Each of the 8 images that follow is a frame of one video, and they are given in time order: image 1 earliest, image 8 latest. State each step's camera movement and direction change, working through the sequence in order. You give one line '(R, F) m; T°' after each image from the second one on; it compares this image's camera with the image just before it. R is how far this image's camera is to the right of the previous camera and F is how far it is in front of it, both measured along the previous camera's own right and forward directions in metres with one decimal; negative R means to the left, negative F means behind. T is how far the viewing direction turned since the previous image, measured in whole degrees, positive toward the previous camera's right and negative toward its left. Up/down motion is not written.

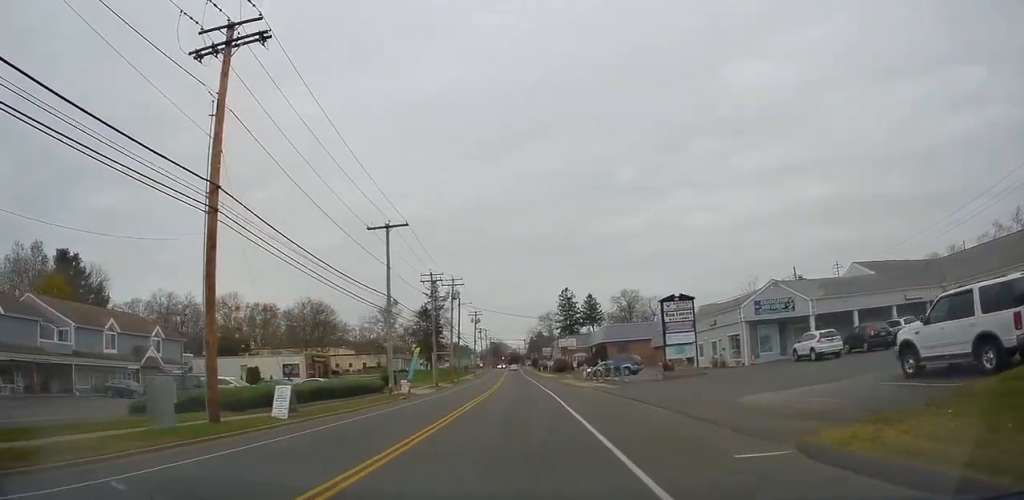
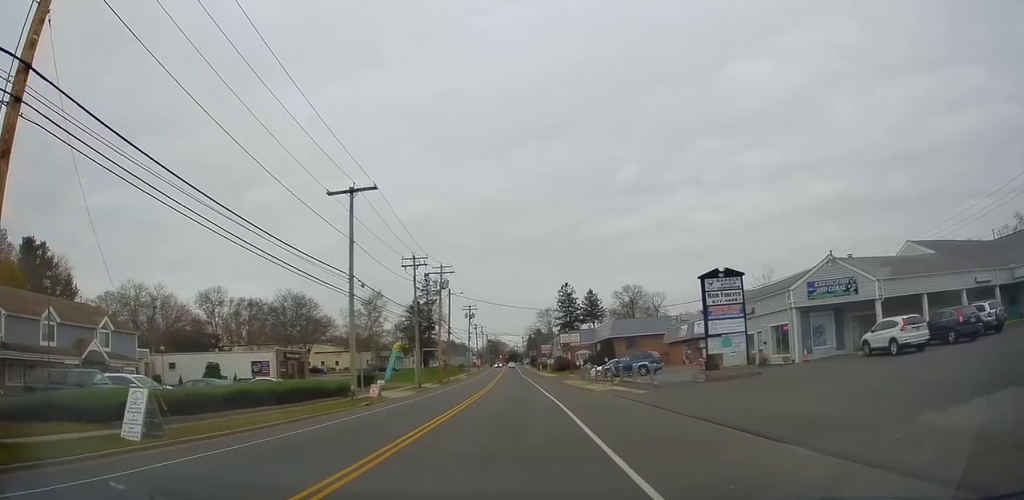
(-0.2, +8.6) m; -2°
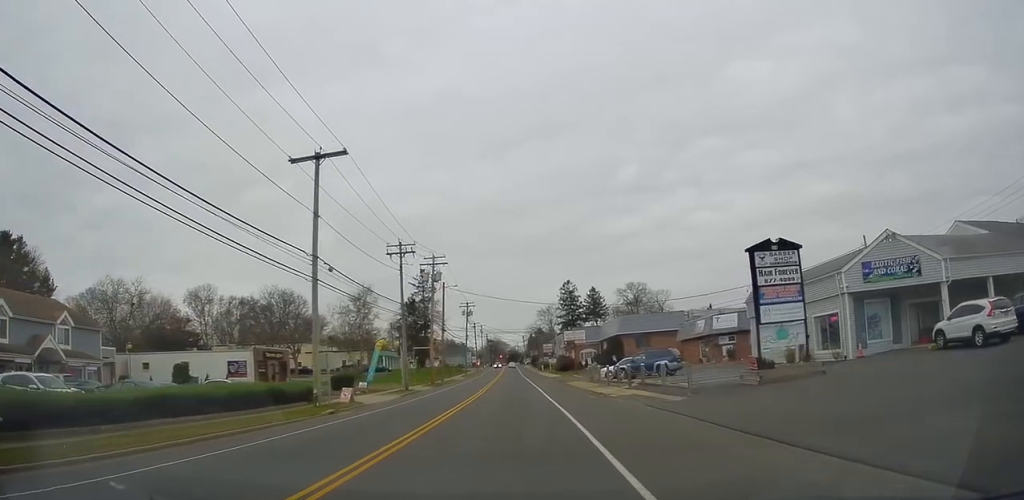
(-0.4, +6.0) m; -1°
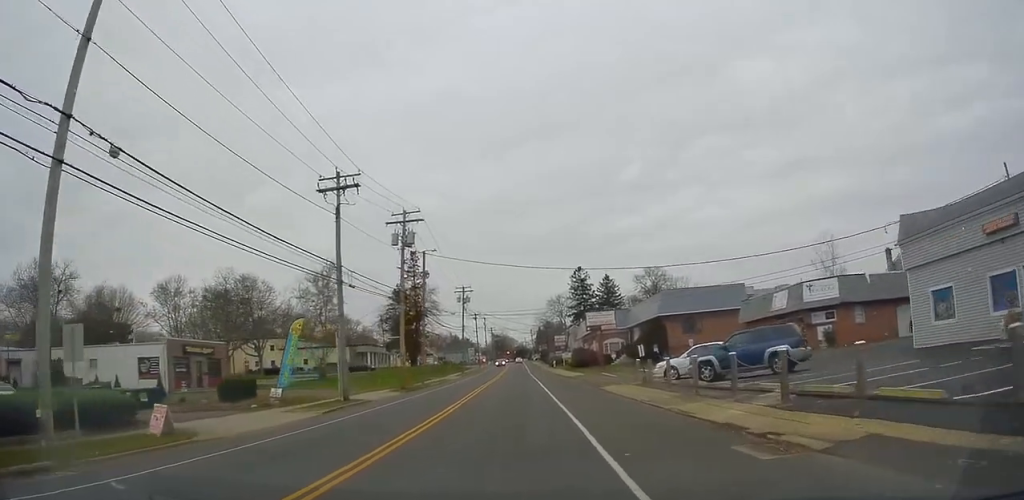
(+0.8, +17.7) m; +3°
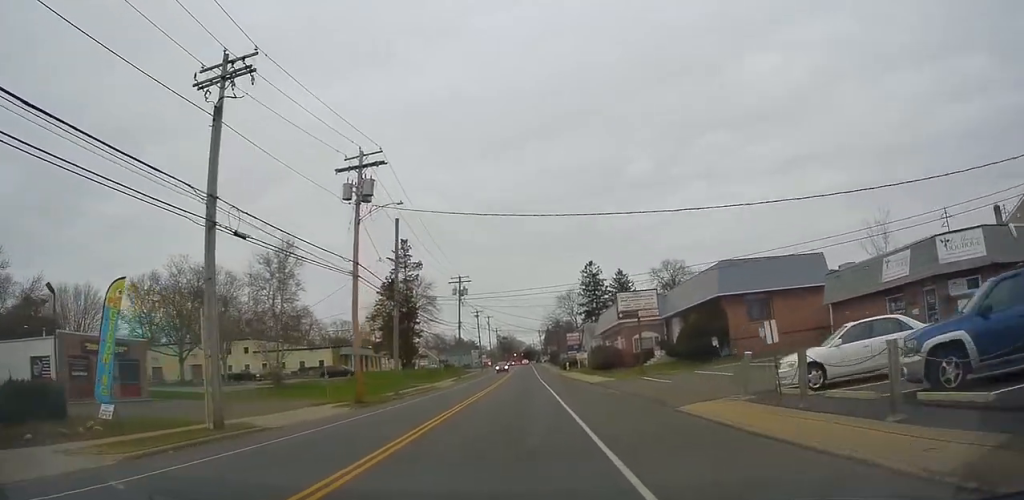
(+0.1, +13.4) m; -2°
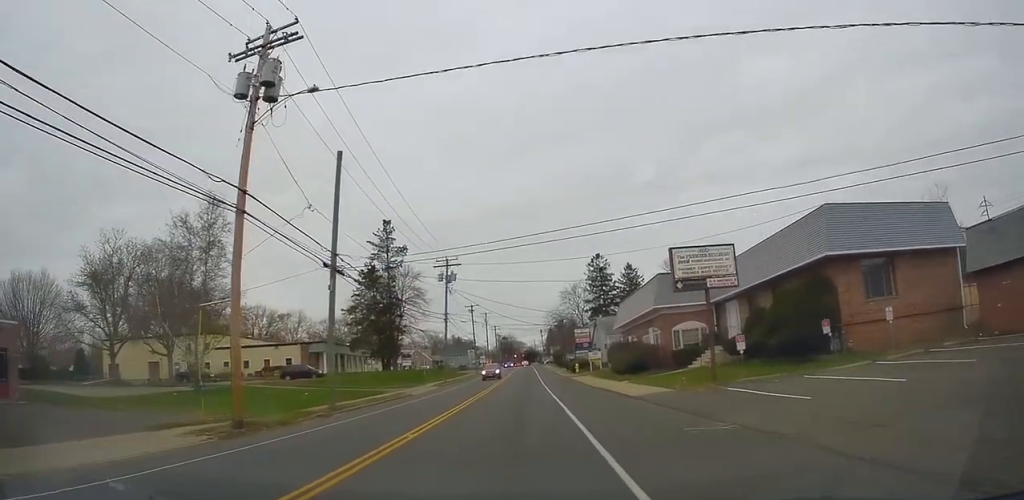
(-0.4, +13.2) m; -2°
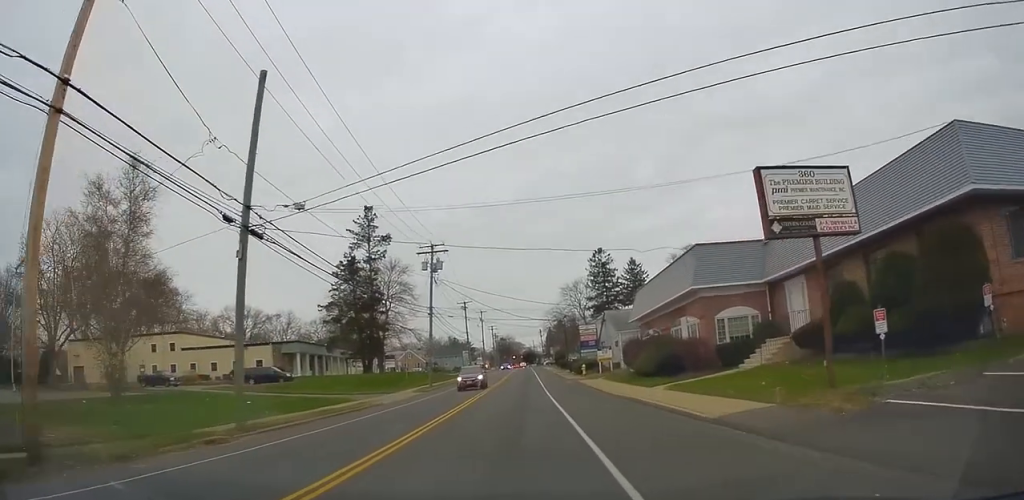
(-0.4, +8.8) m; 0°
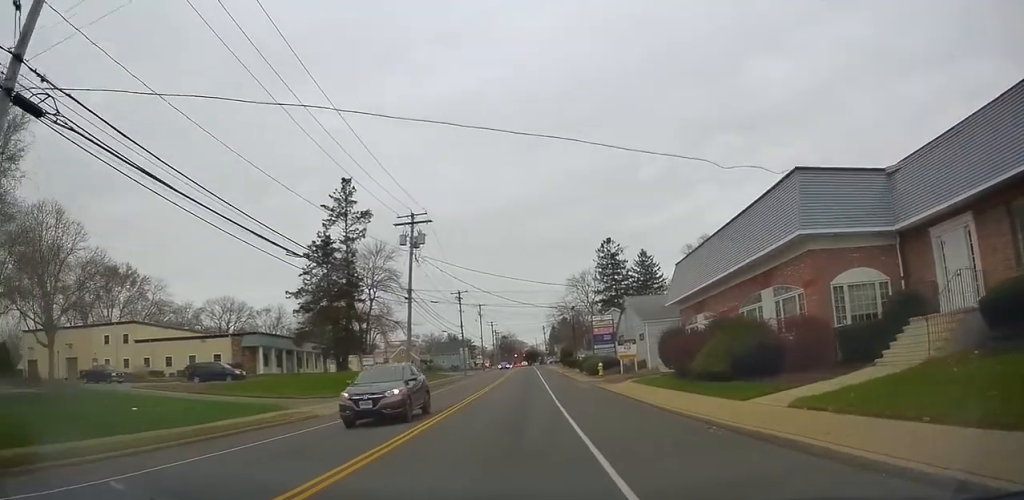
(+0.7, +10.7) m; +2°
